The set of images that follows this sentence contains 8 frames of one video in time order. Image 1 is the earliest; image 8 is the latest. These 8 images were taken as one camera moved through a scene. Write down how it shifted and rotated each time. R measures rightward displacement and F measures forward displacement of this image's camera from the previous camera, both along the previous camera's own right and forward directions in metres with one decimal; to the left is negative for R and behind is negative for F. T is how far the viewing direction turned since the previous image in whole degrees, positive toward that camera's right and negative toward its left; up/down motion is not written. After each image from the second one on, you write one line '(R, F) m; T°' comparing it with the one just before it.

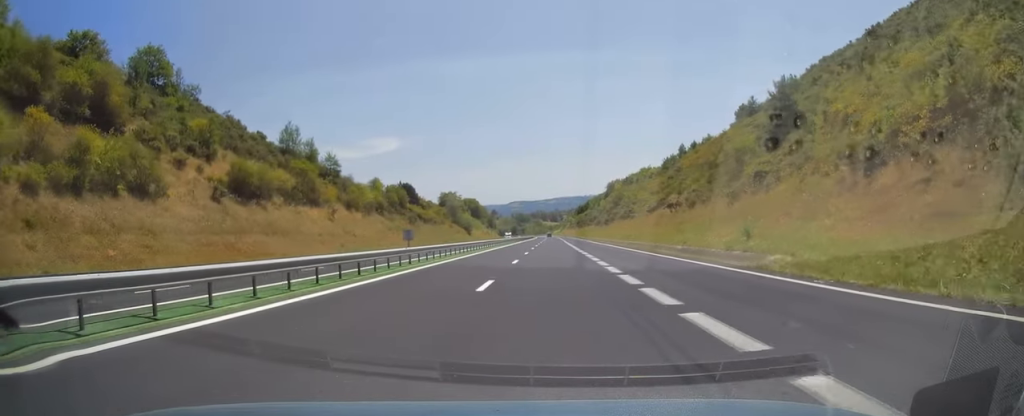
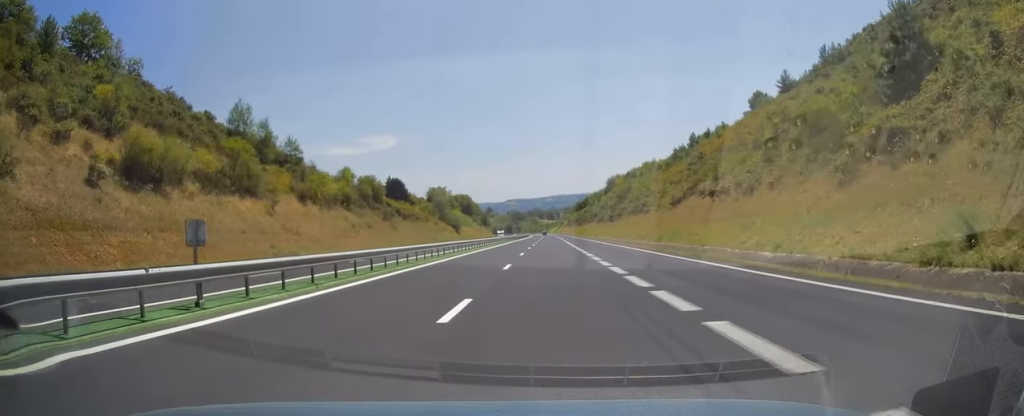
(-0.1, +18.4) m; 0°
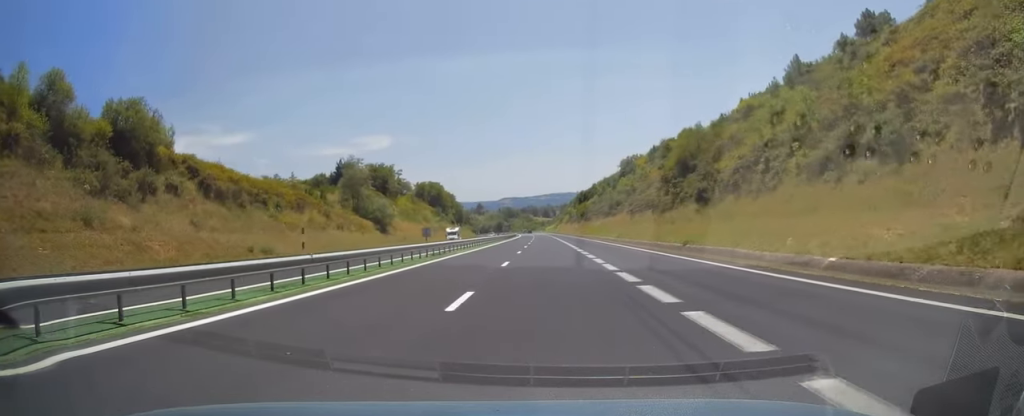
(+0.3, +76.5) m; 0°
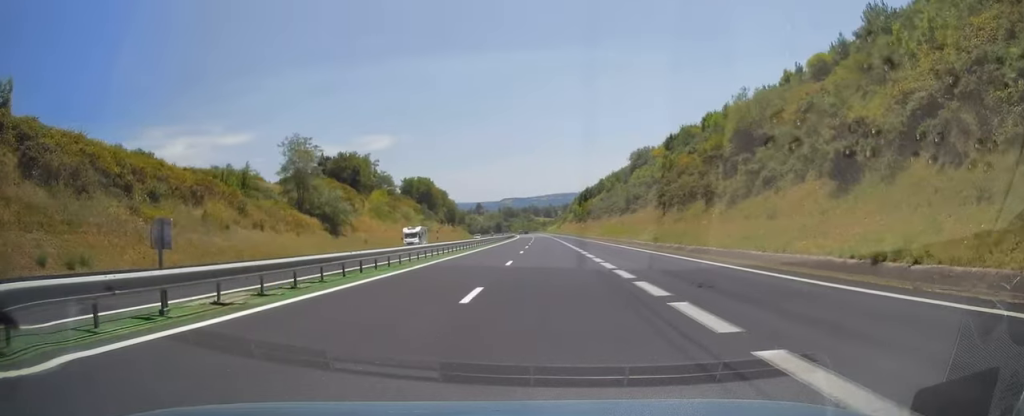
(-0.1, +24.7) m; 0°
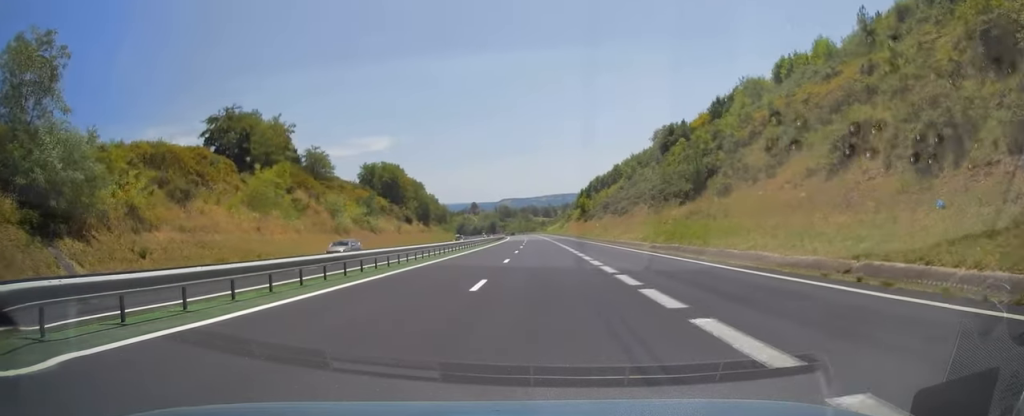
(+0.1, +49.3) m; 0°
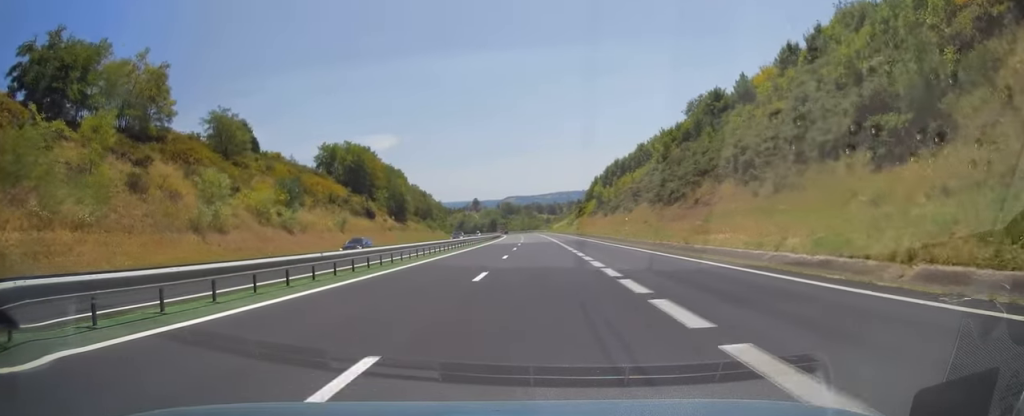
(-0.1, +36.6) m; 0°
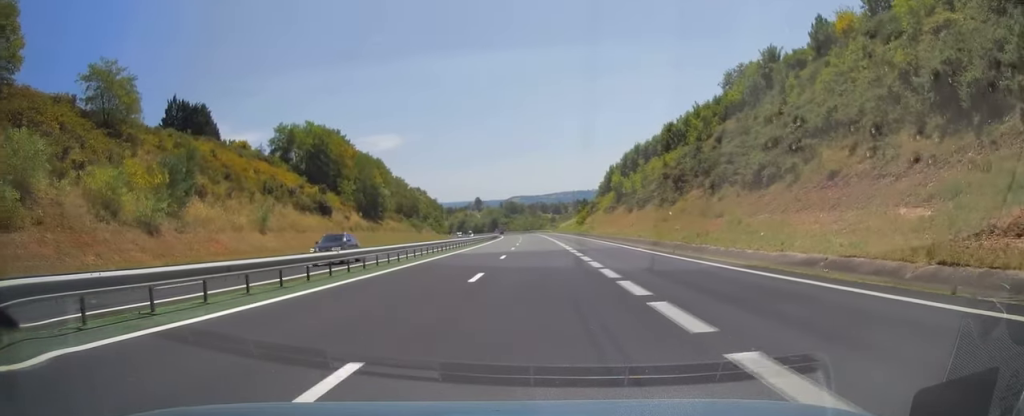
(+0.1, +26.2) m; 0°
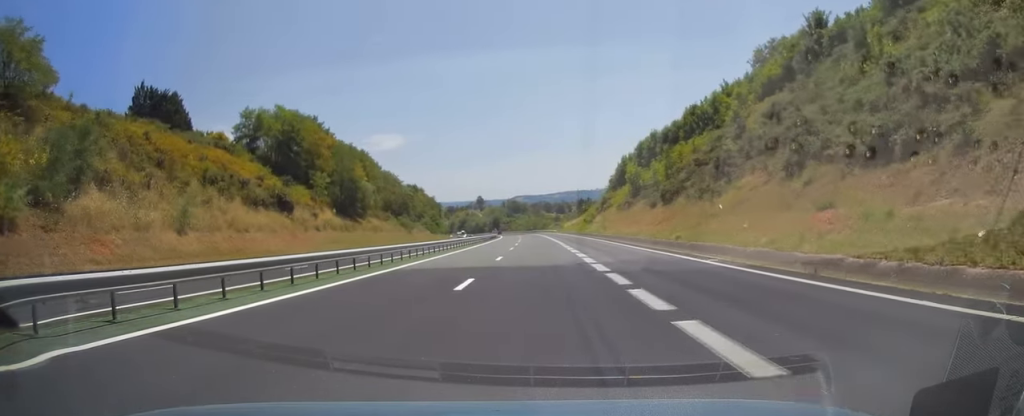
(-0.1, +15.1) m; 0°
